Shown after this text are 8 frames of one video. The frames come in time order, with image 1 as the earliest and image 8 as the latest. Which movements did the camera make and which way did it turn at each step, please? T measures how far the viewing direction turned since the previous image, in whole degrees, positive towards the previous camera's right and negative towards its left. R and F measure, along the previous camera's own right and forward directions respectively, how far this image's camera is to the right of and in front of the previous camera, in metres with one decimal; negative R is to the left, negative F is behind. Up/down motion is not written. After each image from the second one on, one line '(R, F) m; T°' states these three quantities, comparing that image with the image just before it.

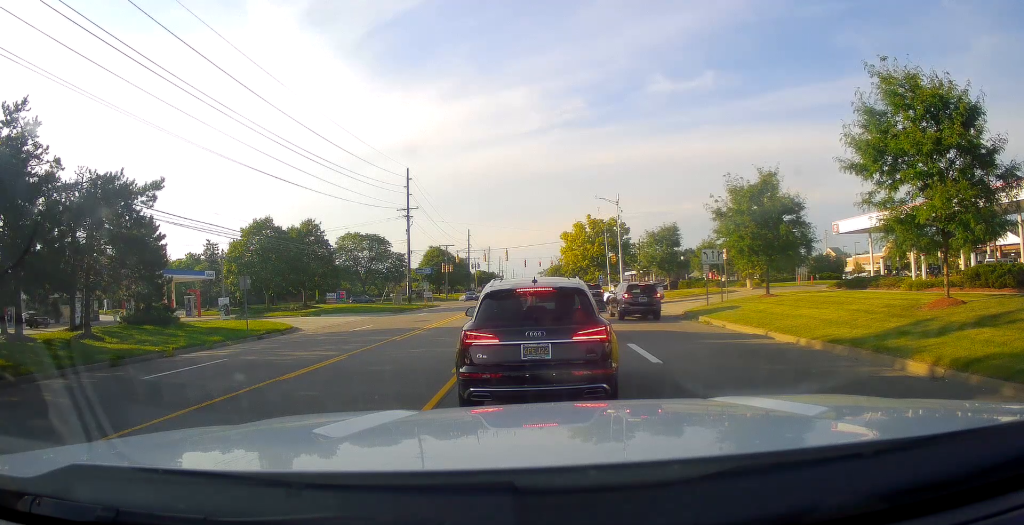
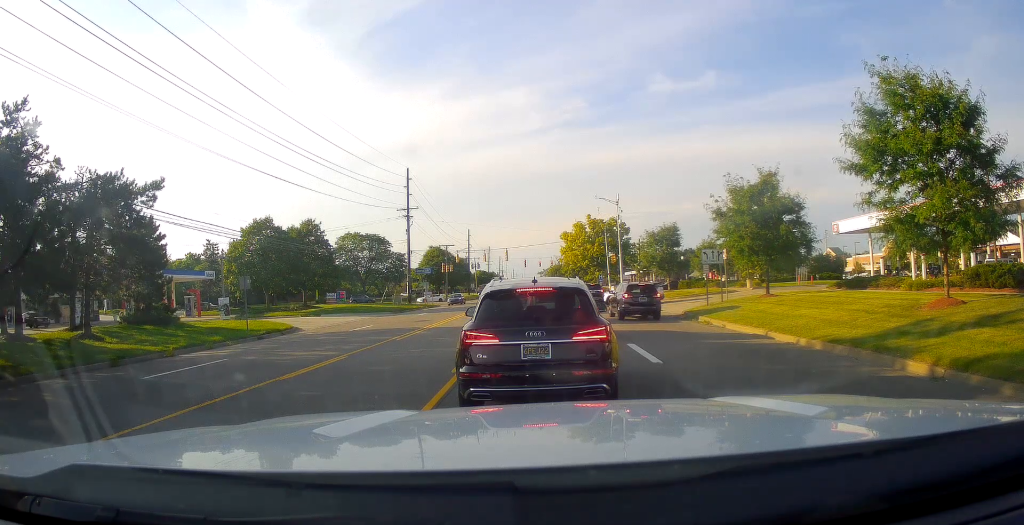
(0.0, 0.0) m; 0°
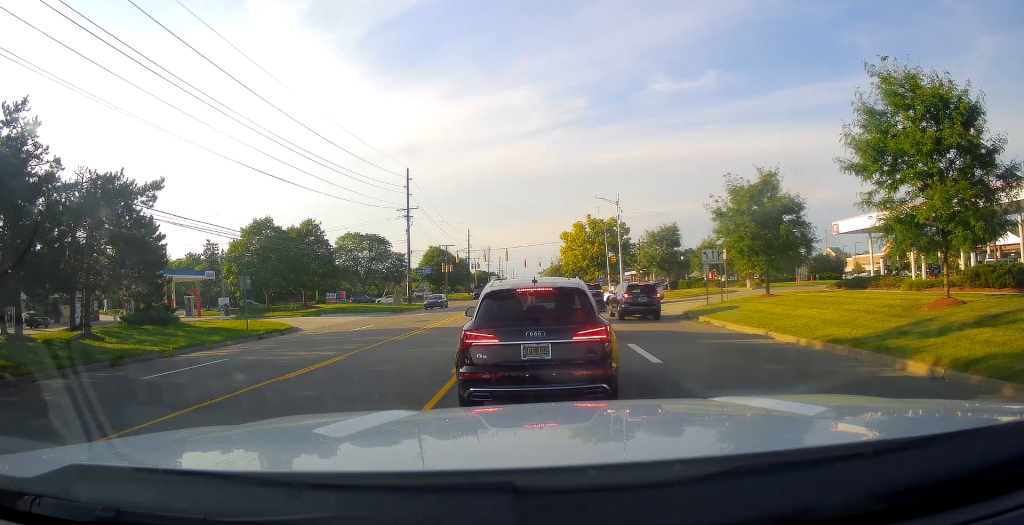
(0.0, 0.0) m; 0°
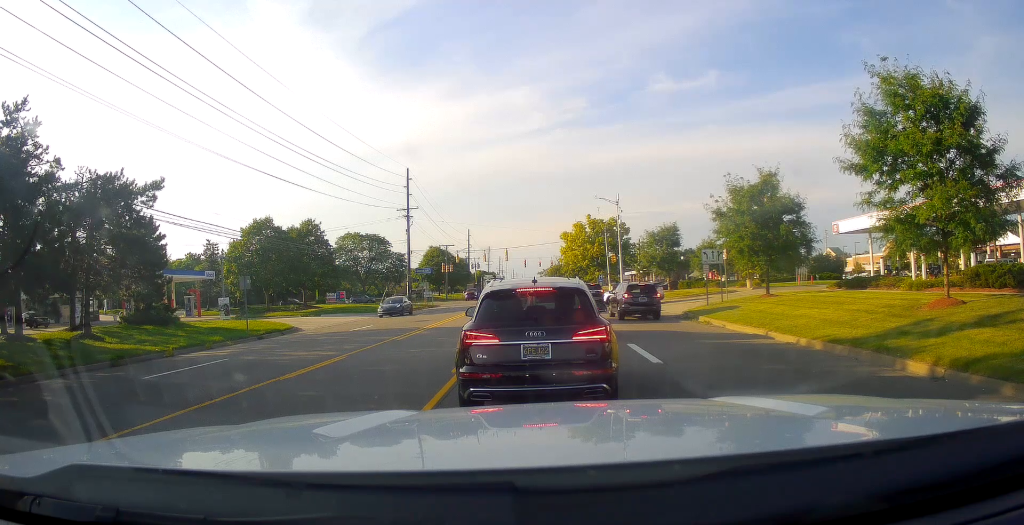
(0.0, 0.0) m; 0°
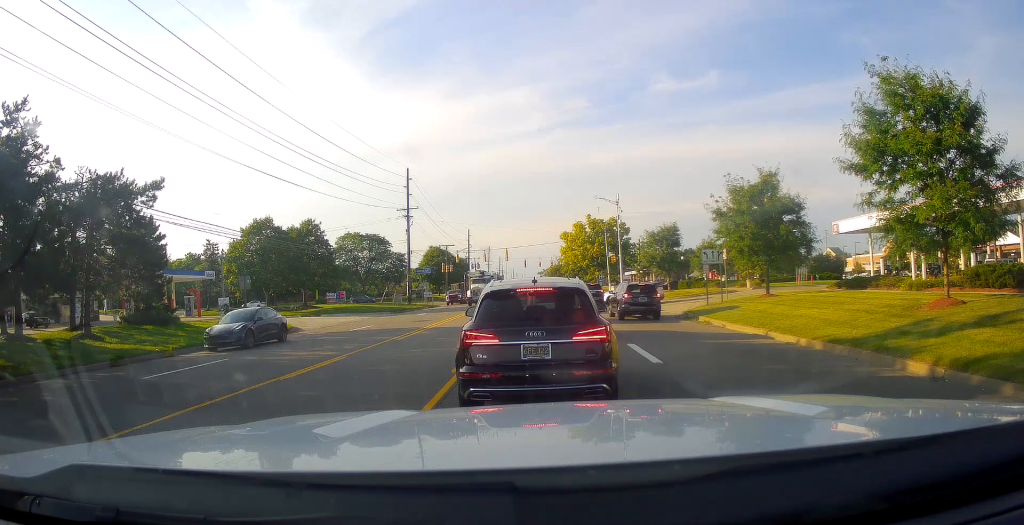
(0.0, 0.0) m; 0°
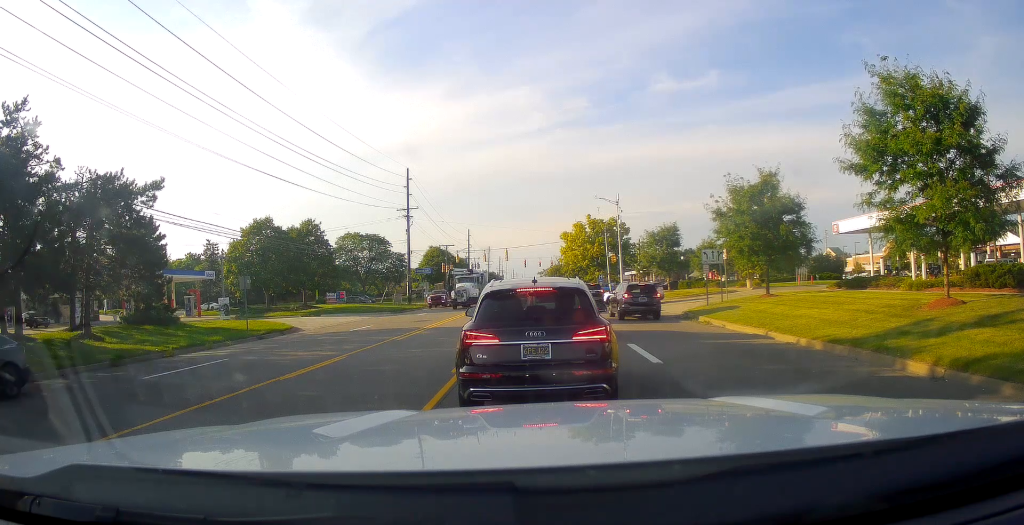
(0.0, 0.0) m; 0°
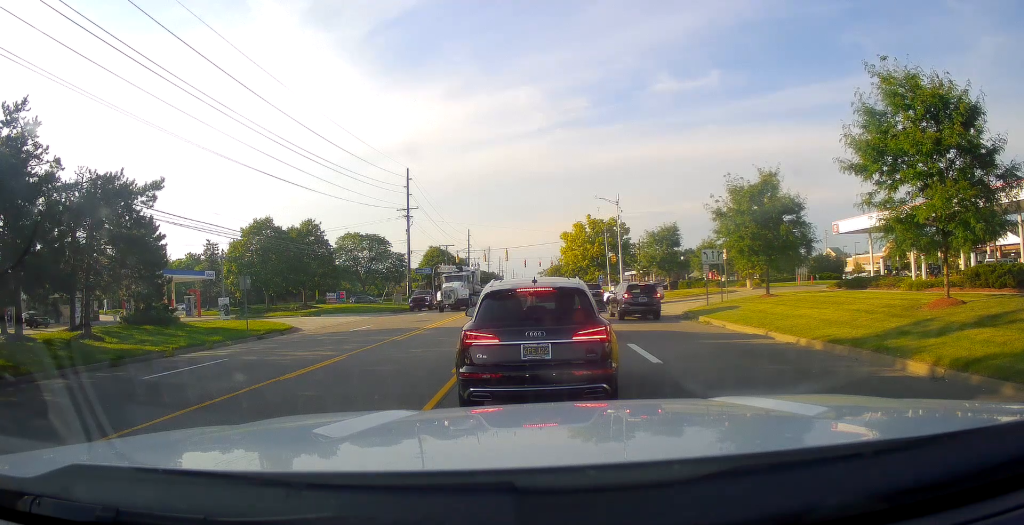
(0.0, 0.0) m; 0°
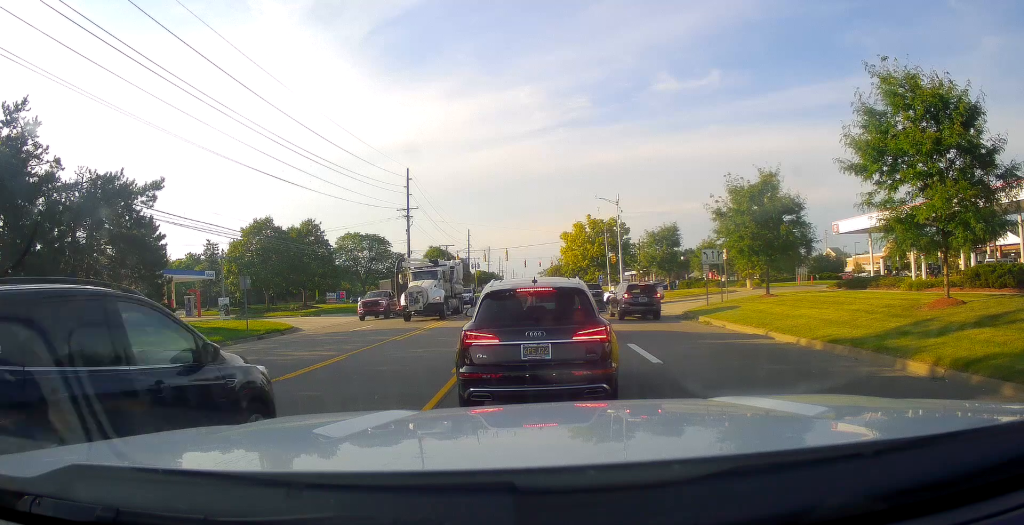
(0.0, 0.0) m; 0°
